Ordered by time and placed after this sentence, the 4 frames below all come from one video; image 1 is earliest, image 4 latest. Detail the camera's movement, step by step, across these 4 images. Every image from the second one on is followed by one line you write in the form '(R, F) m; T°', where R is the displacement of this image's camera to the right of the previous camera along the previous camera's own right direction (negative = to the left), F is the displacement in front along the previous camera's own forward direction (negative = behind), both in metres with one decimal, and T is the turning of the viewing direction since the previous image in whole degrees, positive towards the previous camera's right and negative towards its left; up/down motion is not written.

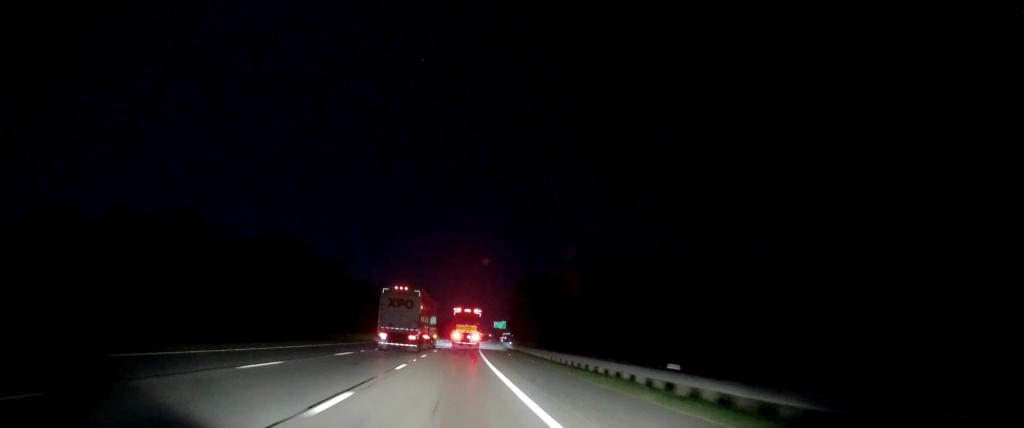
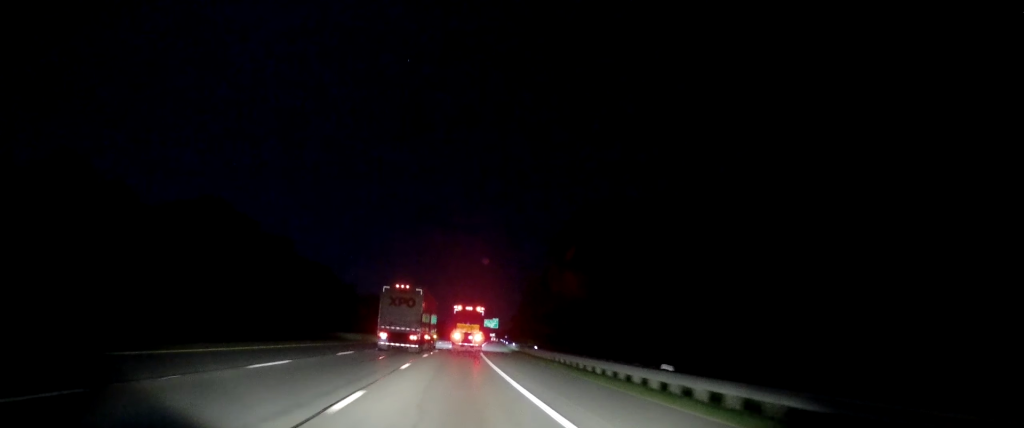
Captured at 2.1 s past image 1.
(-0.7, +60.4) m; 0°
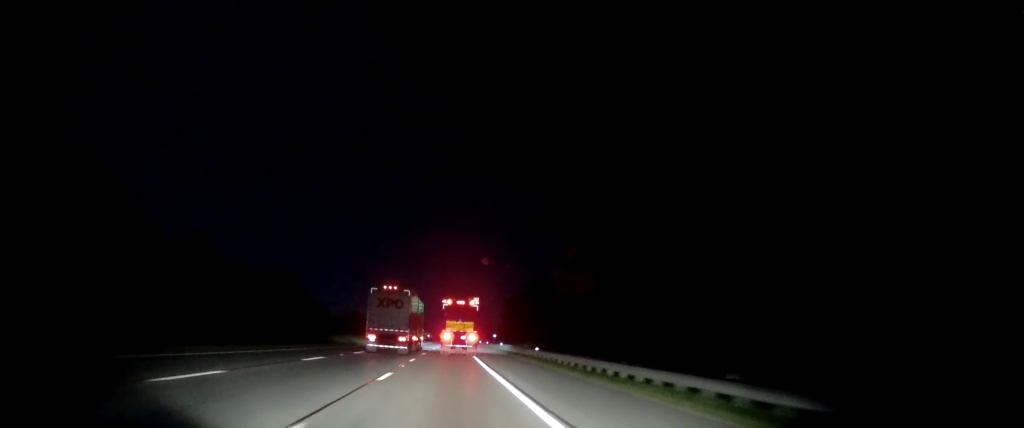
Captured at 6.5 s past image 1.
(+6.8, +127.0) m; +4°
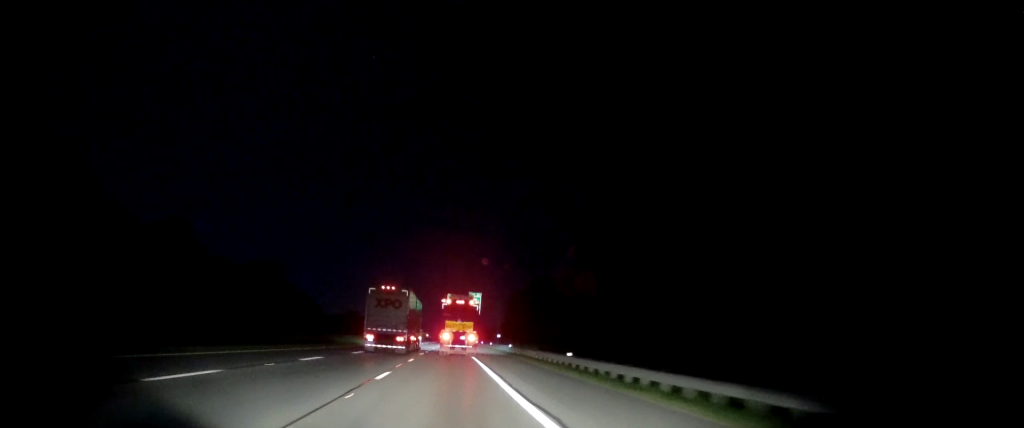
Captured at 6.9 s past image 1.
(-0.1, +12.3) m; 0°
